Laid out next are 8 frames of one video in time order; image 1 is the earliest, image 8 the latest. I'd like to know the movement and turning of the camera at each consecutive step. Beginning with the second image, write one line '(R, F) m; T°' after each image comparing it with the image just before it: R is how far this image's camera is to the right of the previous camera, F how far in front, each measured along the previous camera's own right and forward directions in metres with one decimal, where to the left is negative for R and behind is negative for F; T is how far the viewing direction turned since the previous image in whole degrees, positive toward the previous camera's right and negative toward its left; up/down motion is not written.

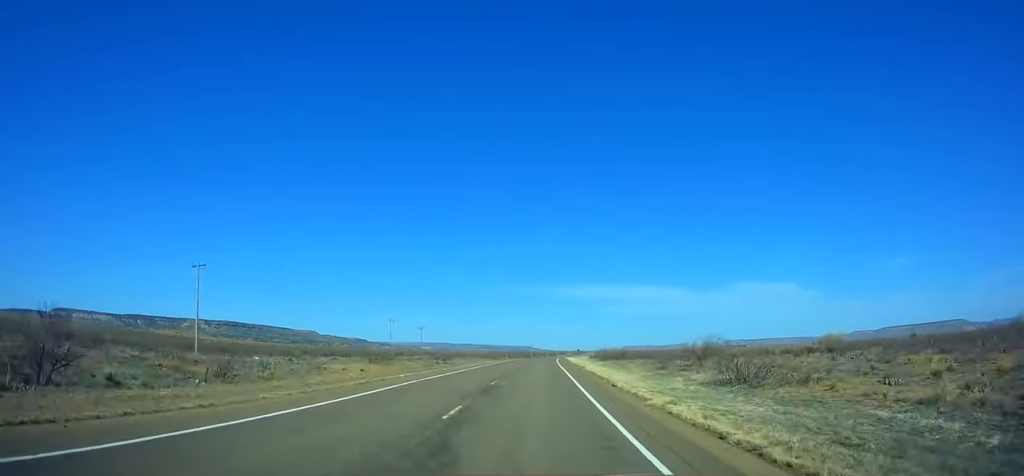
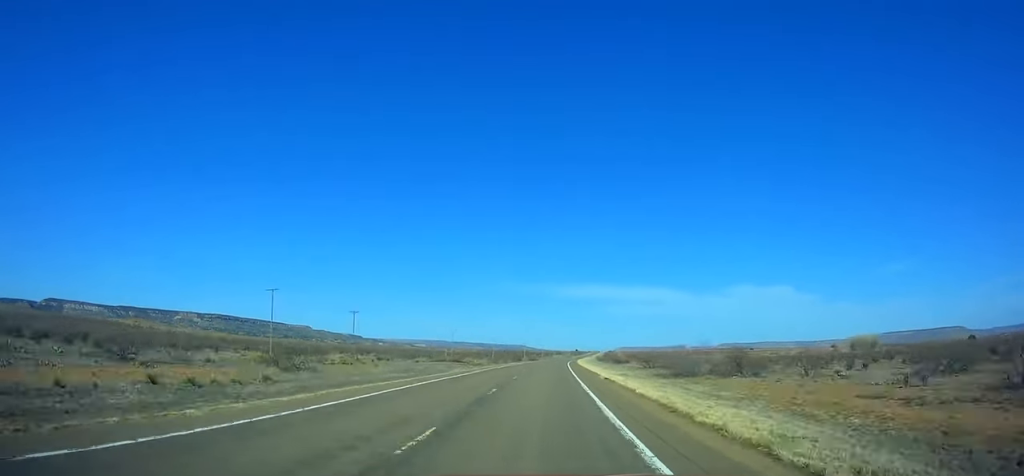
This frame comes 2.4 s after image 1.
(+0.4, +65.7) m; +1°
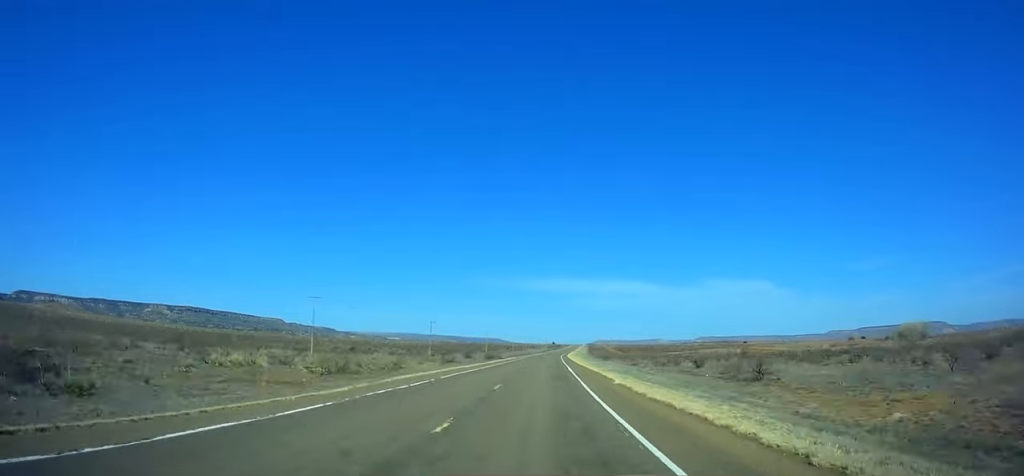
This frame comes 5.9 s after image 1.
(+0.6, +95.8) m; +1°
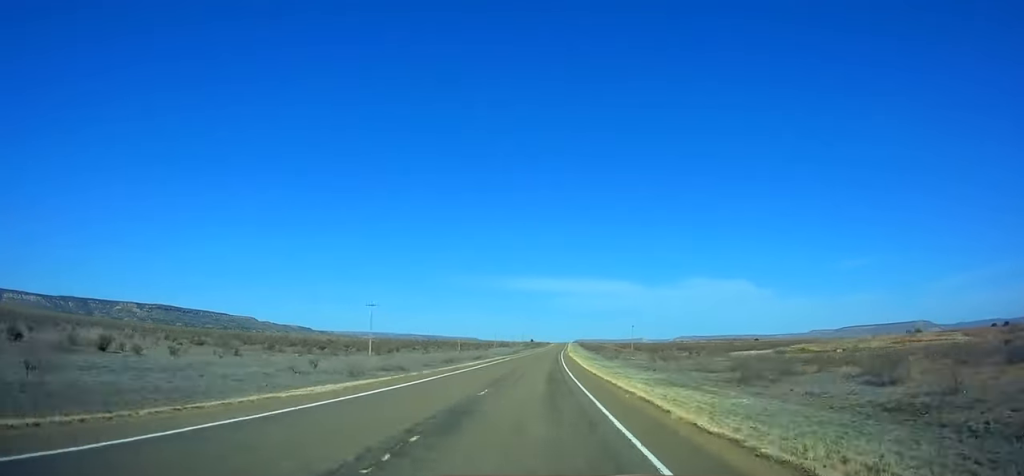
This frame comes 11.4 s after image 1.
(+4.2, +150.8) m; +3°
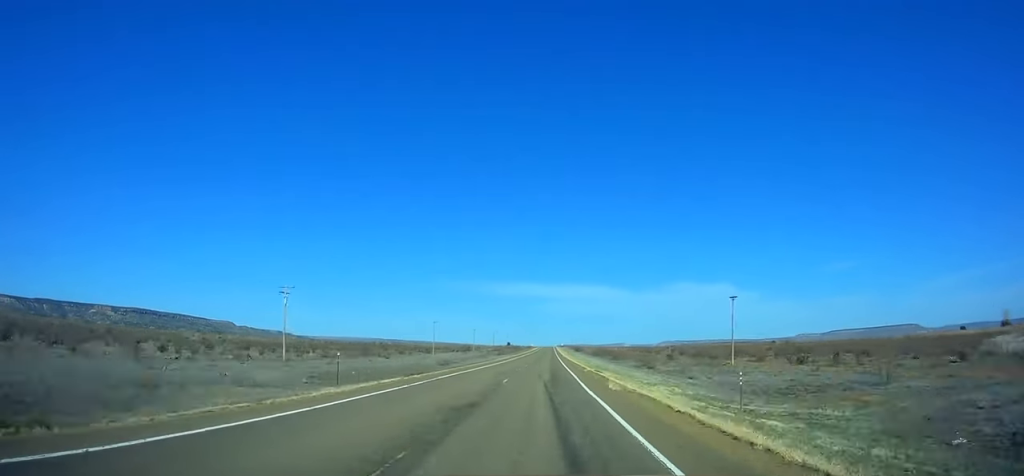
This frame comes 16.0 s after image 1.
(+1.9, +125.8) m; +2°
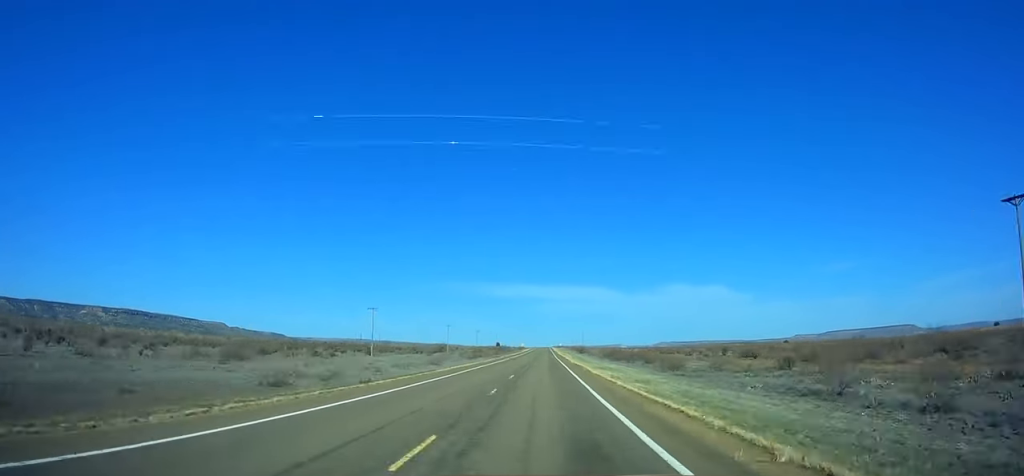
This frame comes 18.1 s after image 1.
(+0.2, +57.3) m; 0°
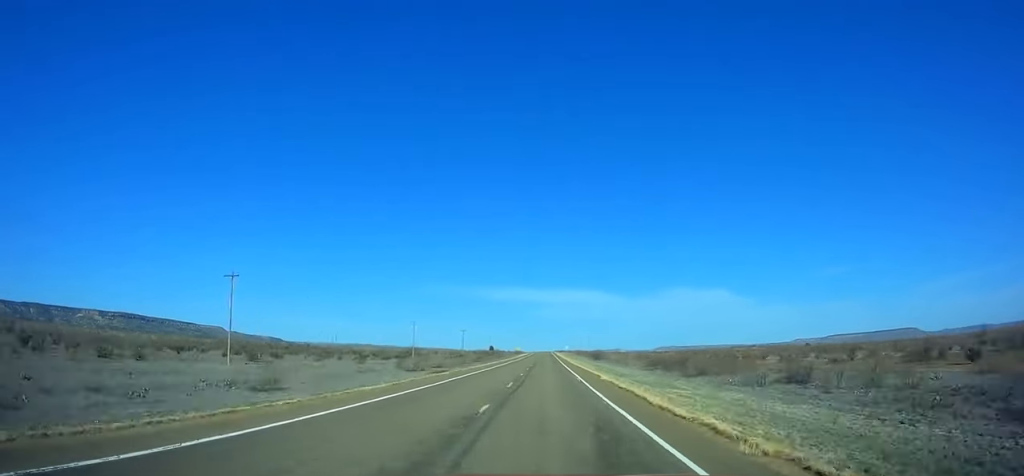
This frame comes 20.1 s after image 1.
(-0.1, +54.6) m; 0°
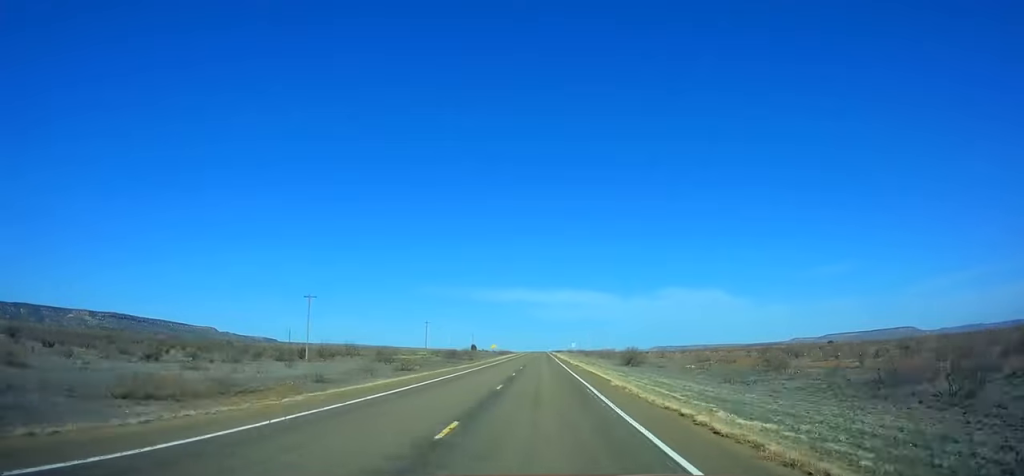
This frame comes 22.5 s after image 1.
(+0.6, +65.4) m; 0°
